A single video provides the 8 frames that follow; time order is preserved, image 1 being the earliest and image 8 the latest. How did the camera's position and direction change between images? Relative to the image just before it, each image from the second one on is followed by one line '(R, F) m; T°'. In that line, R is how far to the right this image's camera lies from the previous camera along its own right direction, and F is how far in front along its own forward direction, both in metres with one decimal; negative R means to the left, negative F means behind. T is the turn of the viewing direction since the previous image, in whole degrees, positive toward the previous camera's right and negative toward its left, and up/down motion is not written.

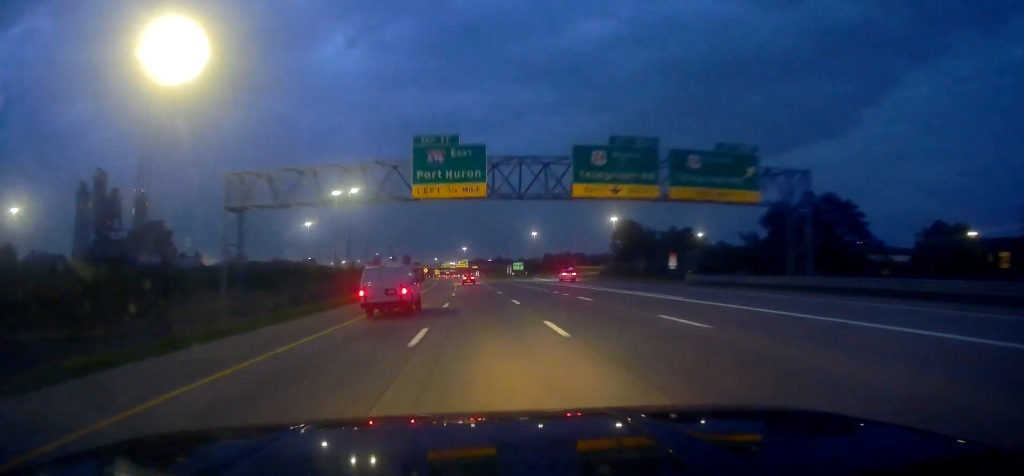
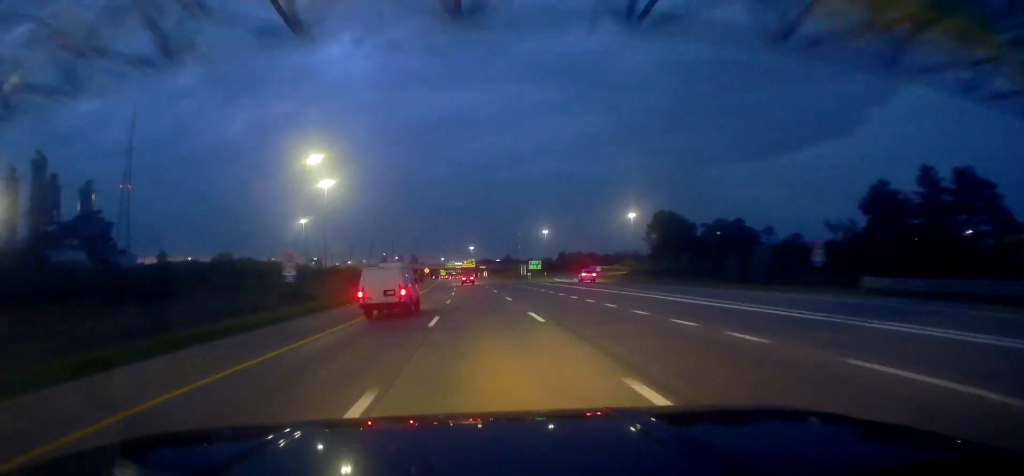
(-0.1, +25.3) m; 0°
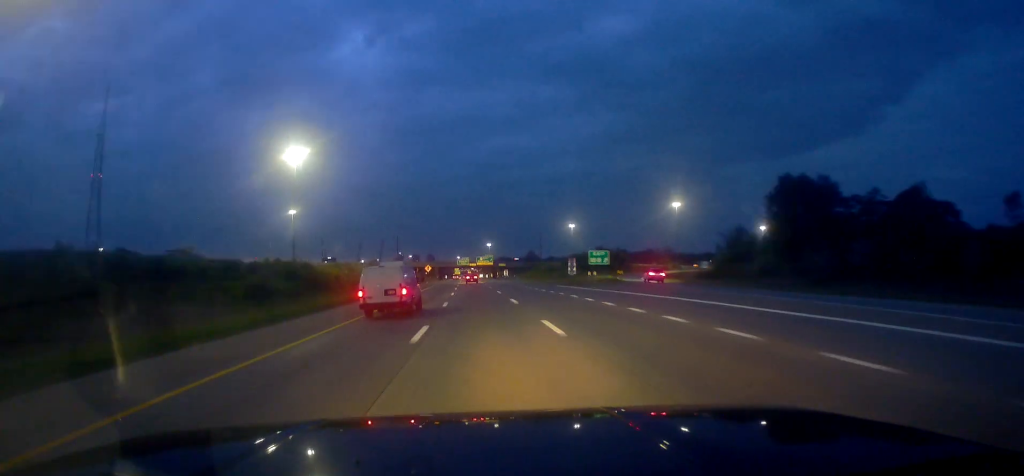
(-0.3, +49.8) m; -2°
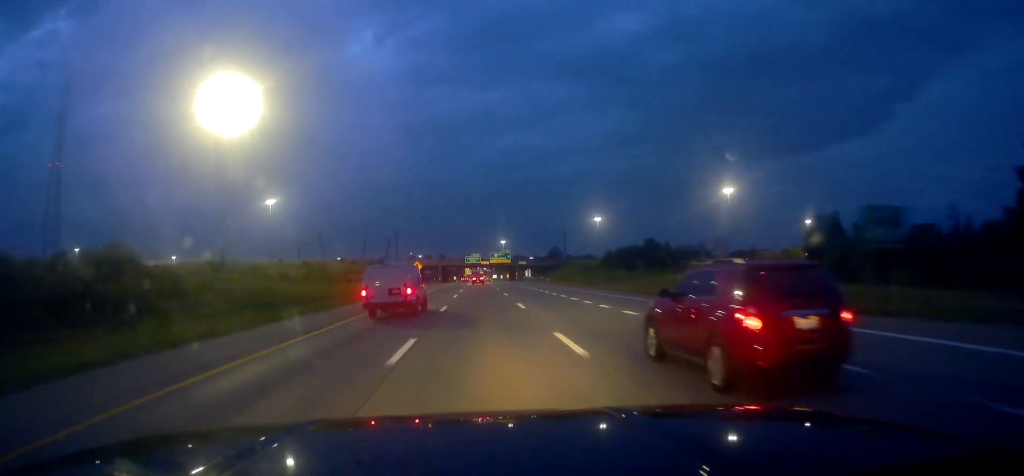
(-1.0, +49.0) m; -1°
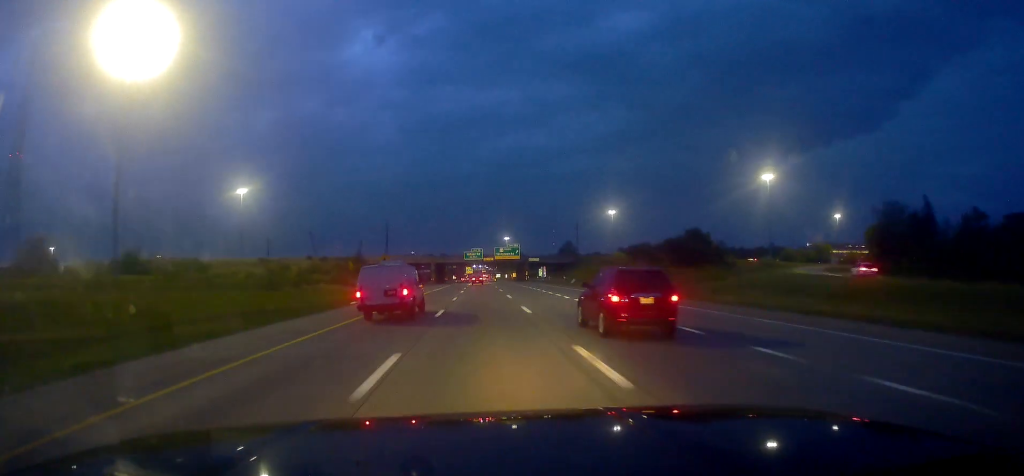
(-0.1, +33.7) m; 0°
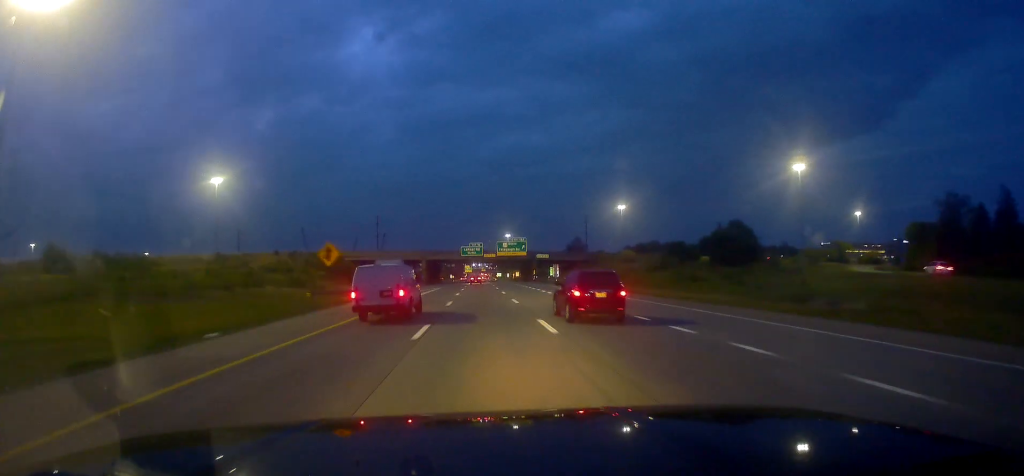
(-0.1, +22.5) m; 0°
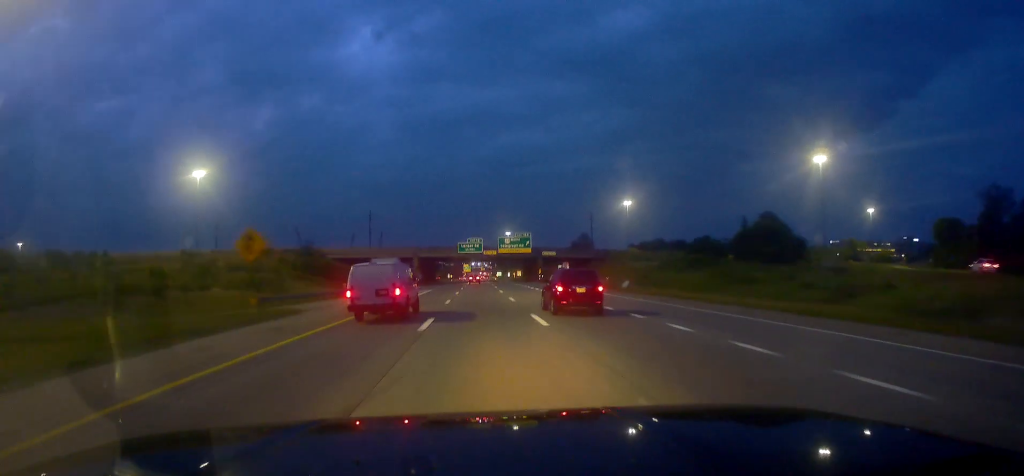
(+0.1, +13.5) m; 0°
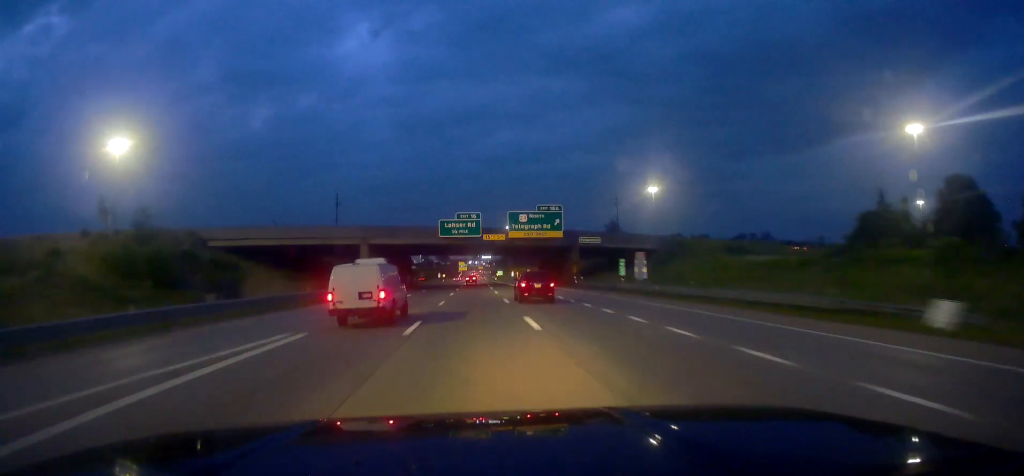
(-0.7, +46.4) m; -1°
